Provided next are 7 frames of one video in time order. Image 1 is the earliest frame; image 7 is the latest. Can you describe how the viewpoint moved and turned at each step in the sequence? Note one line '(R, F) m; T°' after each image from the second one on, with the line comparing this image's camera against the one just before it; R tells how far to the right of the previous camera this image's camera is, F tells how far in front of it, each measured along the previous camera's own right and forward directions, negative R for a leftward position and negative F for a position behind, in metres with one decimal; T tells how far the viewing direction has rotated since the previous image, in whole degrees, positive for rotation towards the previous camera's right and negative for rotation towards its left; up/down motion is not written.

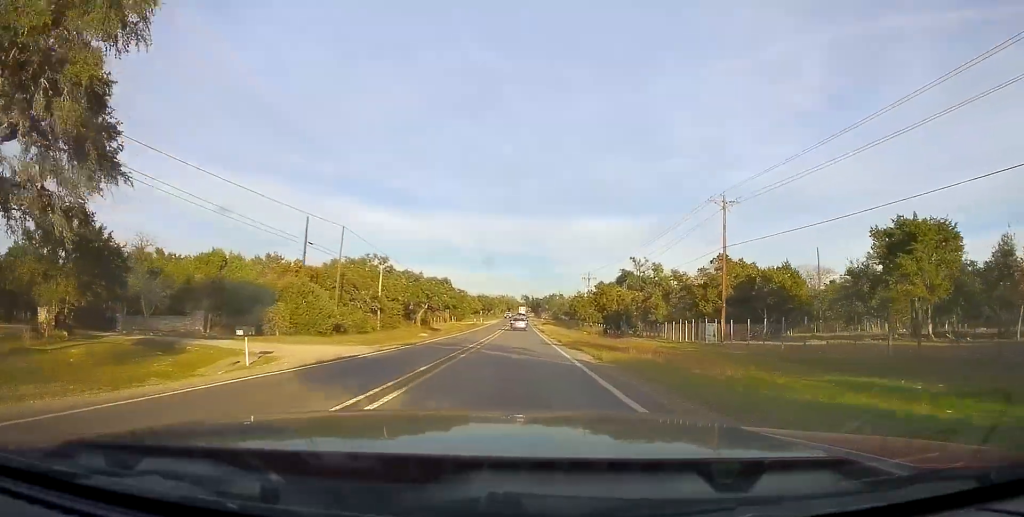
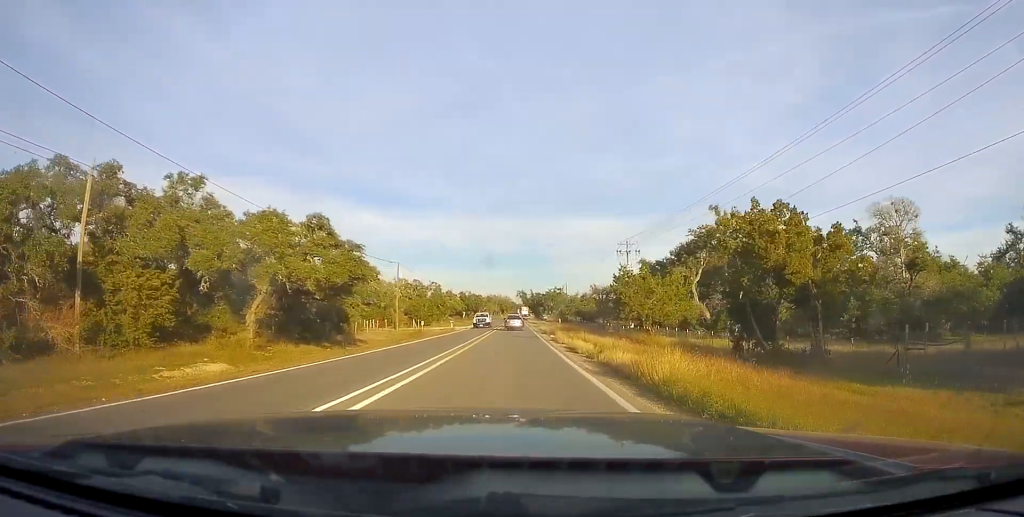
(0.0, +50.7) m; +1°
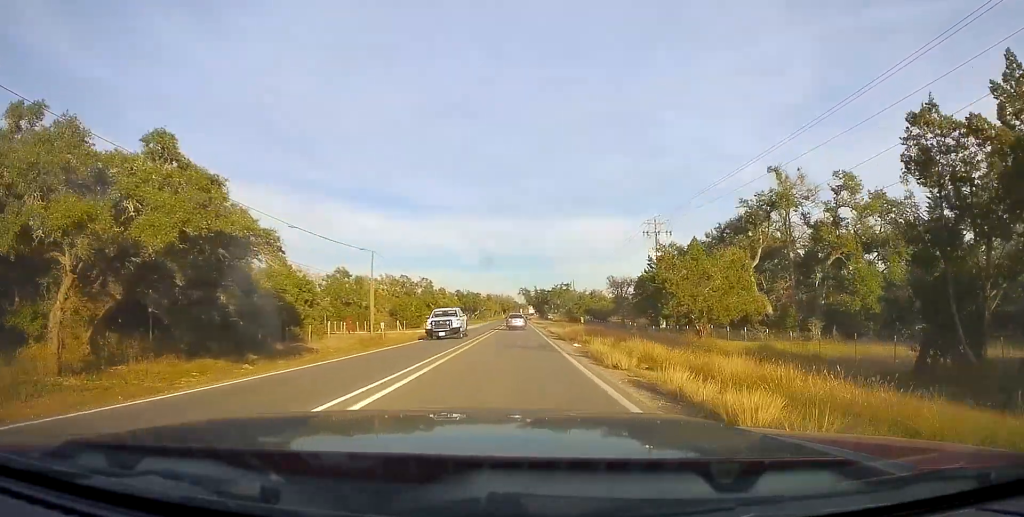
(+0.2, +15.4) m; -1°
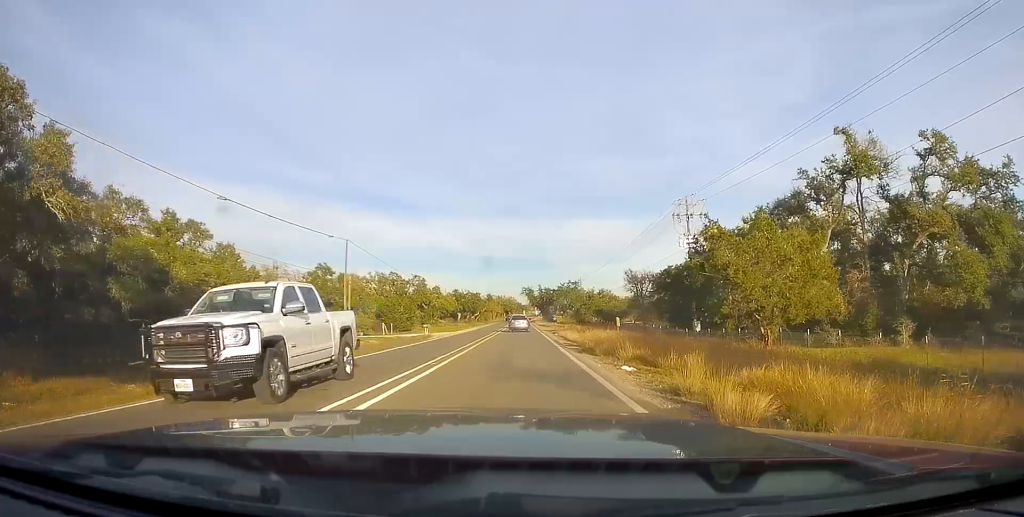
(0.0, +11.1) m; -1°
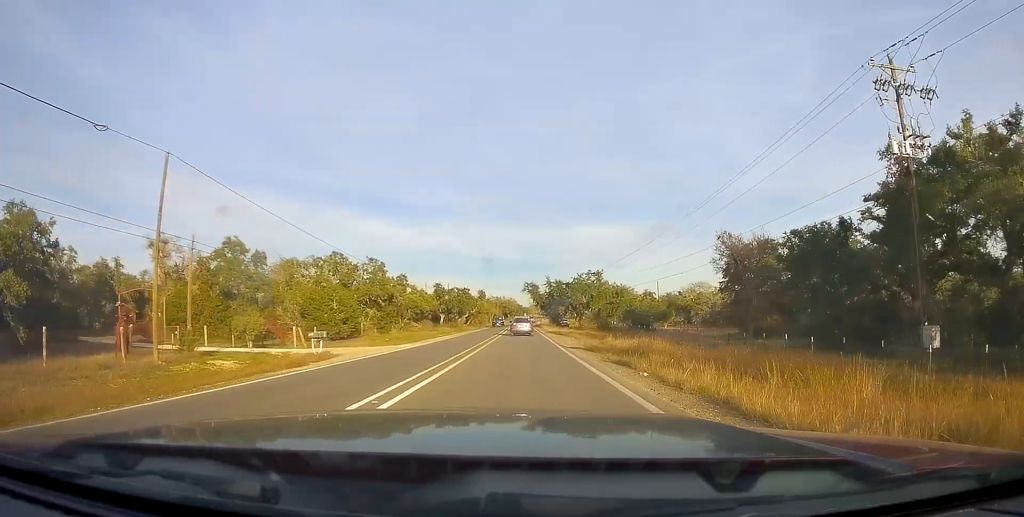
(-0.1, +30.9) m; +1°
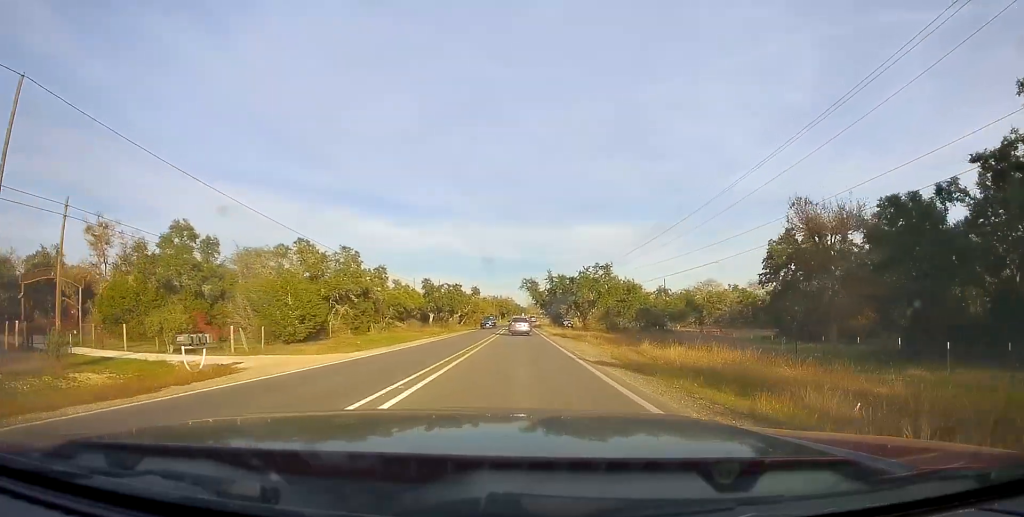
(0.0, +10.3) m; 0°
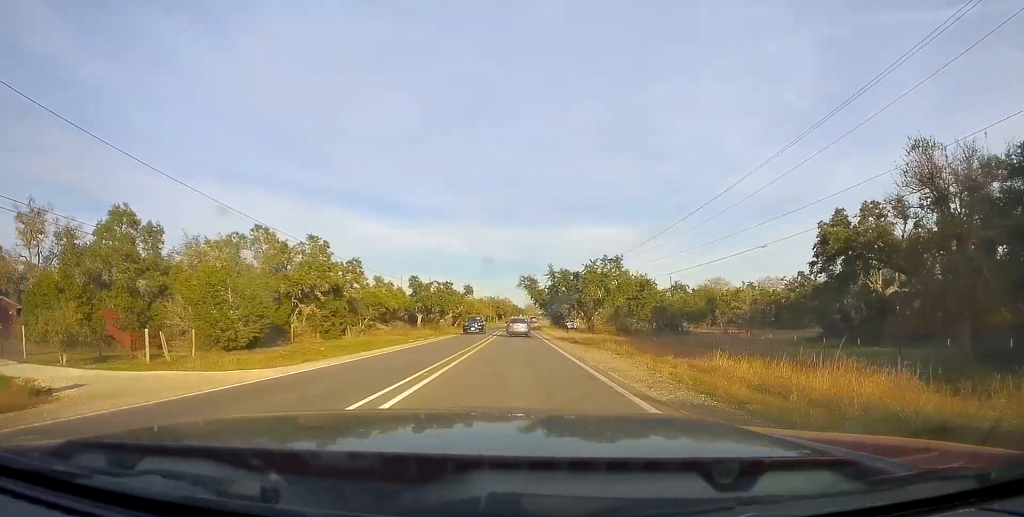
(0.0, +9.1) m; 0°
